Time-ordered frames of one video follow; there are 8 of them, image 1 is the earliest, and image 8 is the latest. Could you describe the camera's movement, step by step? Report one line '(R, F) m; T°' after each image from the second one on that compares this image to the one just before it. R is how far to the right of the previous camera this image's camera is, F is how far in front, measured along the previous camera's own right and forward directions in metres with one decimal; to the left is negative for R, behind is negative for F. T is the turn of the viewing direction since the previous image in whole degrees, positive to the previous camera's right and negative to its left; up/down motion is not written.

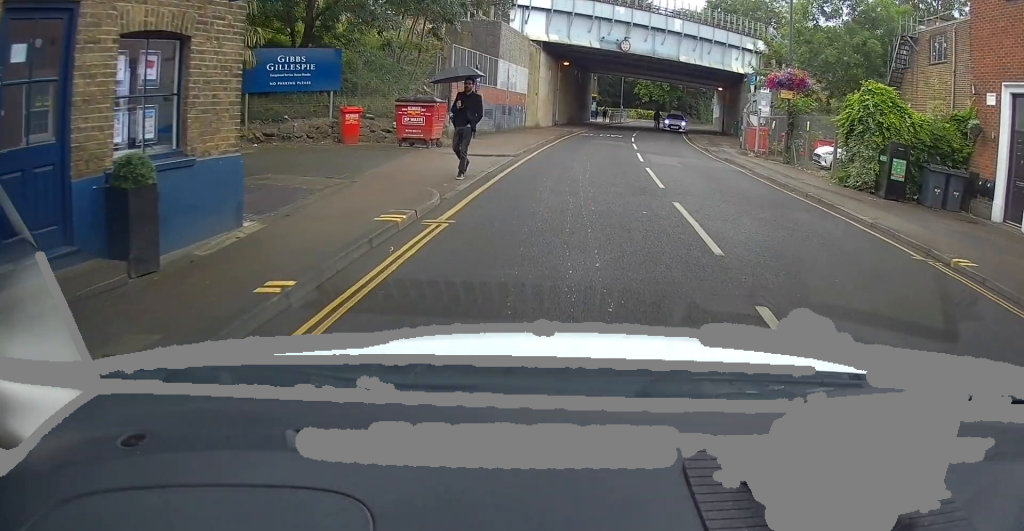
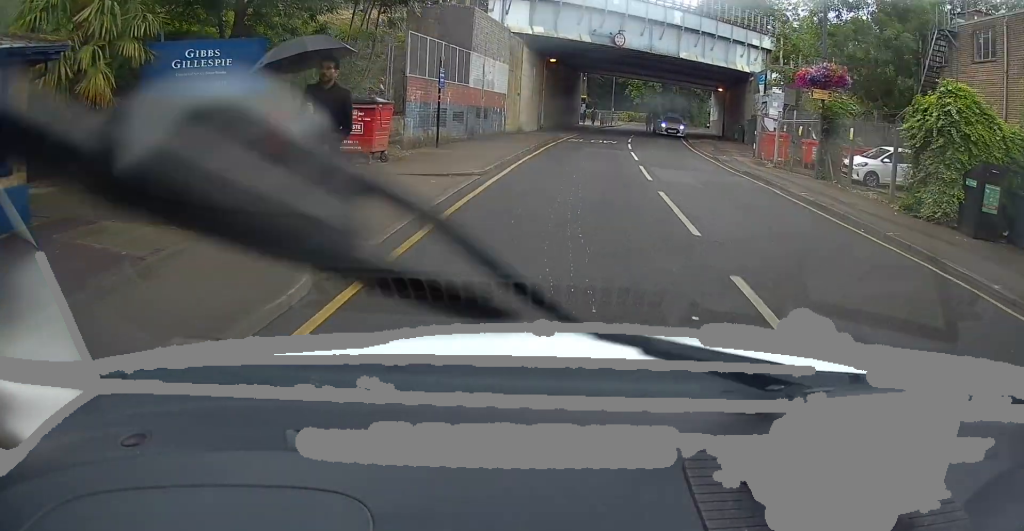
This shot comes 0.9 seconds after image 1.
(0.0, +4.6) m; +1°
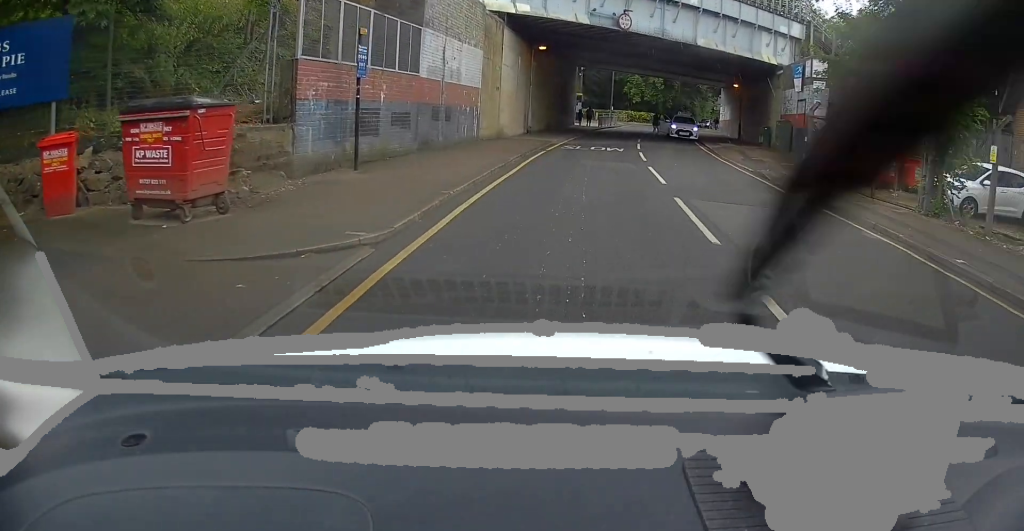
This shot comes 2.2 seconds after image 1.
(+0.1, +6.9) m; +4°
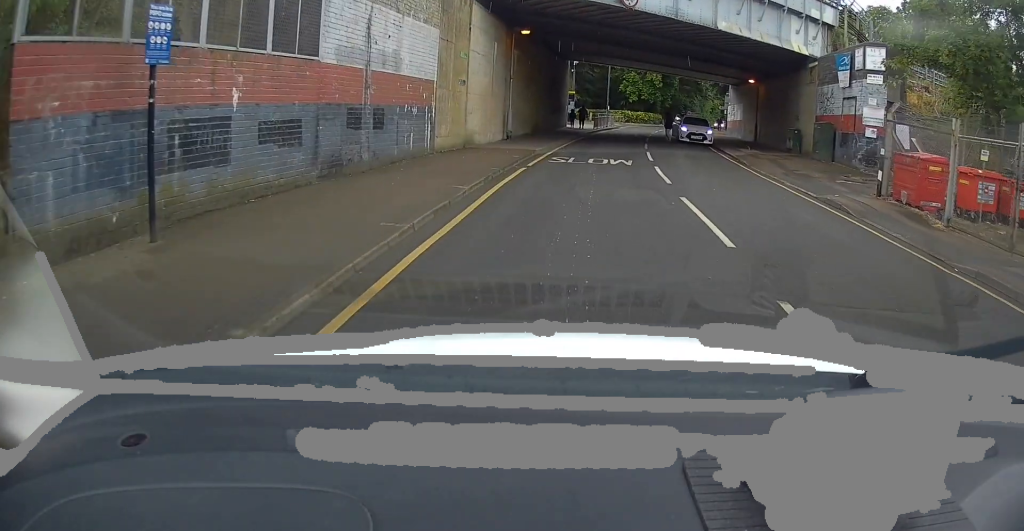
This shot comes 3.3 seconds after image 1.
(+0.1, +6.2) m; -1°
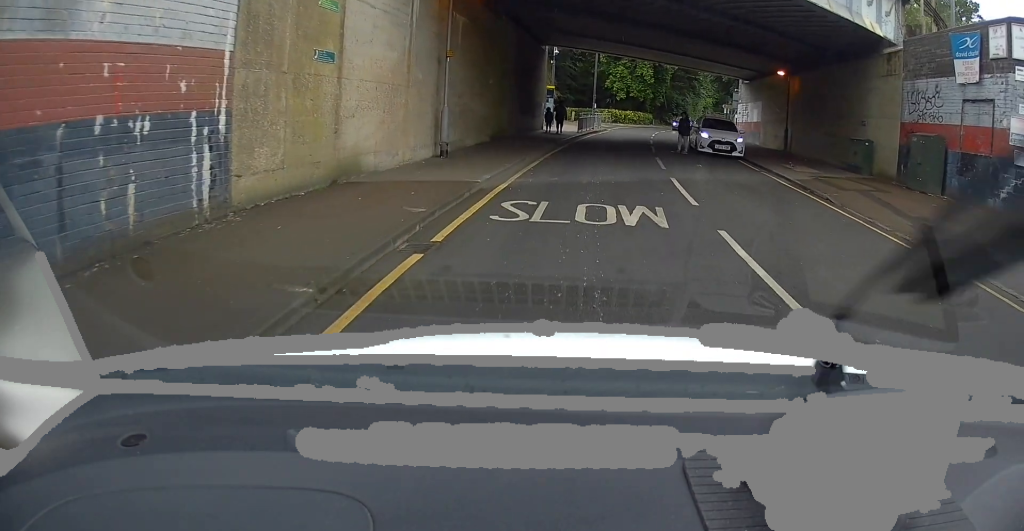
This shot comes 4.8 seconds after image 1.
(-0.2, +9.5) m; 0°
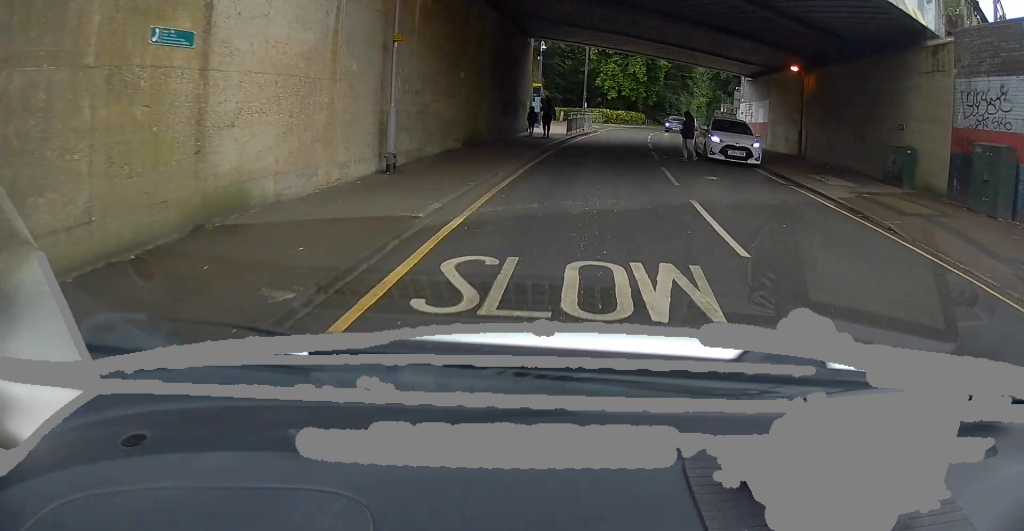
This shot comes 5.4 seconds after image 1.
(+0.1, +3.8) m; +1°
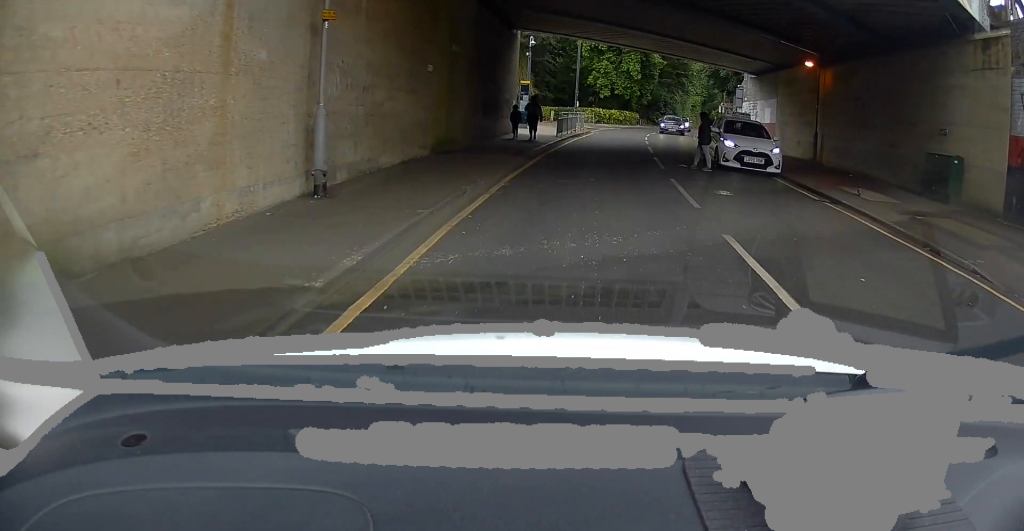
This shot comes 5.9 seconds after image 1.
(0.0, +2.8) m; -1°
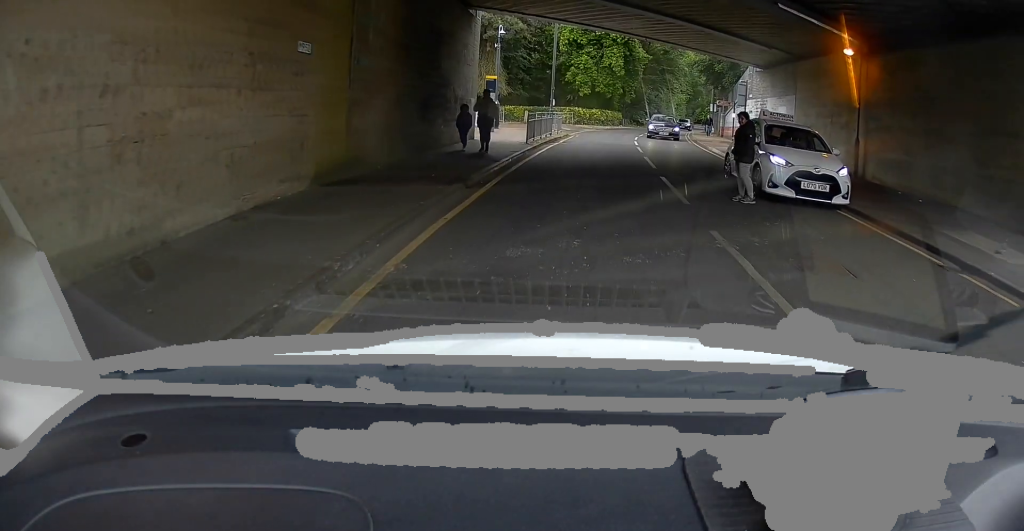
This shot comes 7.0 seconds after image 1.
(-0.1, +5.9) m; -3°
